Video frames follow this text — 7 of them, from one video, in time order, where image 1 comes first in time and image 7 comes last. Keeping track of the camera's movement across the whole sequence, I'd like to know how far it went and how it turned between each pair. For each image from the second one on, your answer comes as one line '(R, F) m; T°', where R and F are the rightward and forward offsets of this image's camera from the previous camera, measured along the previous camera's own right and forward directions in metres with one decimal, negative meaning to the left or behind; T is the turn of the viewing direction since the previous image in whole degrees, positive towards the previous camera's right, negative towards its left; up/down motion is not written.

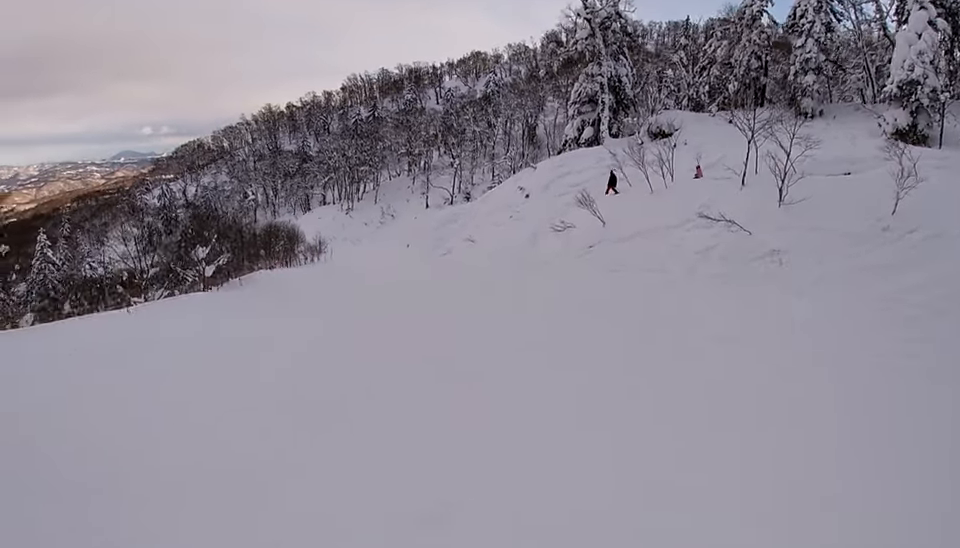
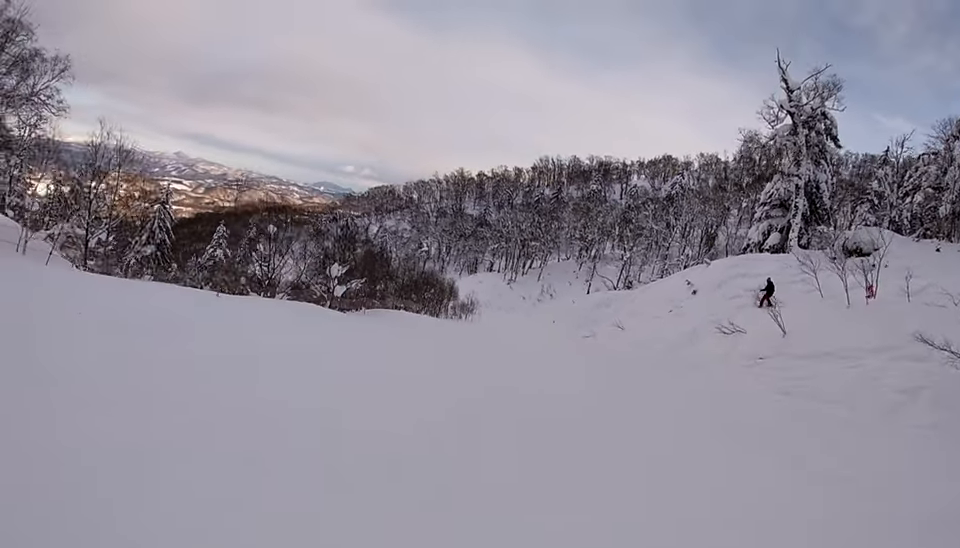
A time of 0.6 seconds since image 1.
(-0.6, +3.3) m; -10°
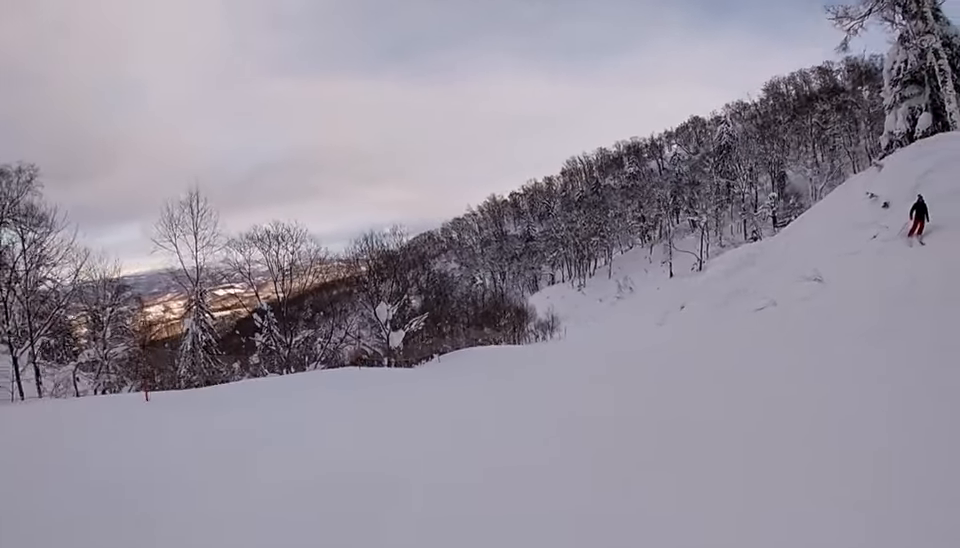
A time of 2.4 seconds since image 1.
(-0.9, +10.0) m; +10°
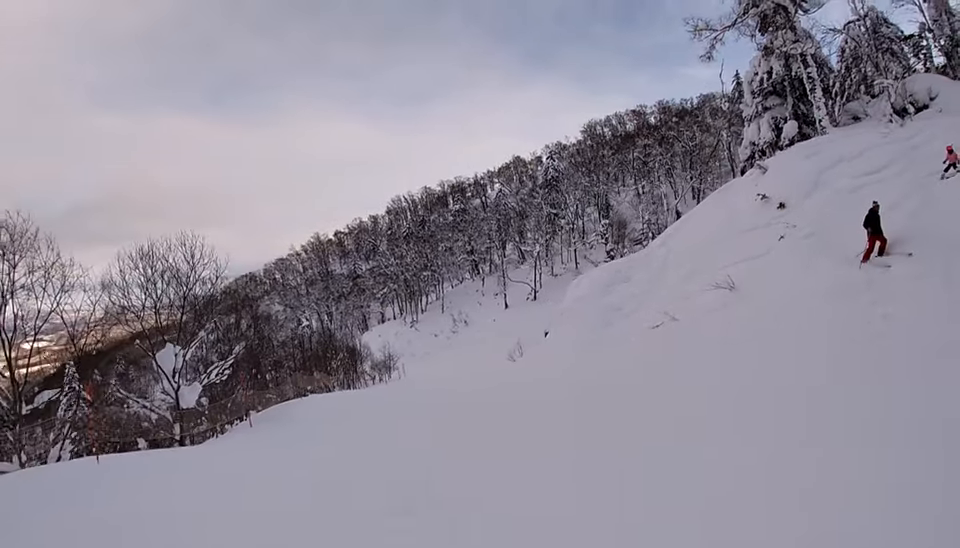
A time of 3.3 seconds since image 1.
(+1.3, +5.7) m; +8°
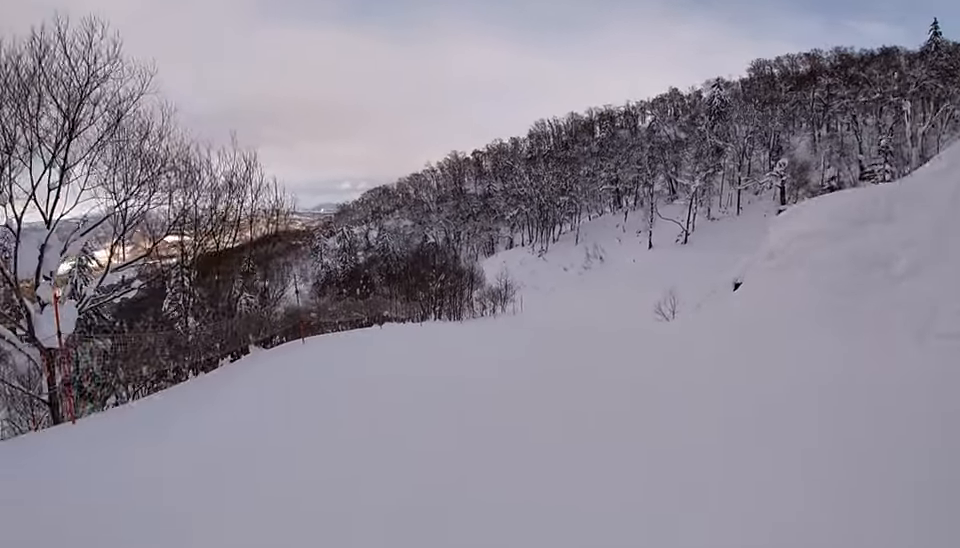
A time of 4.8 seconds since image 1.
(-1.8, +8.5) m; -11°
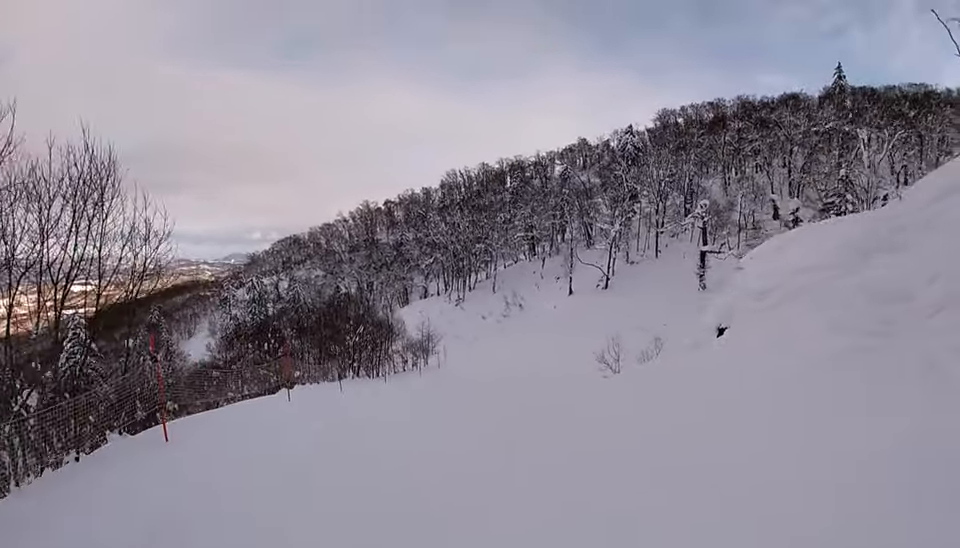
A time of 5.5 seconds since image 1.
(0.0, +3.4) m; +9°
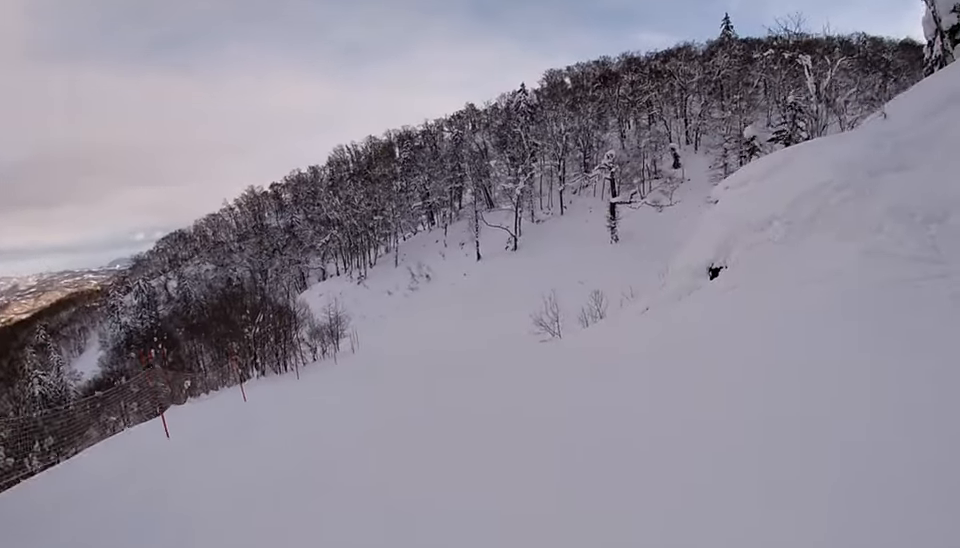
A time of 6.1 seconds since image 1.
(+0.5, +3.2) m; +16°
